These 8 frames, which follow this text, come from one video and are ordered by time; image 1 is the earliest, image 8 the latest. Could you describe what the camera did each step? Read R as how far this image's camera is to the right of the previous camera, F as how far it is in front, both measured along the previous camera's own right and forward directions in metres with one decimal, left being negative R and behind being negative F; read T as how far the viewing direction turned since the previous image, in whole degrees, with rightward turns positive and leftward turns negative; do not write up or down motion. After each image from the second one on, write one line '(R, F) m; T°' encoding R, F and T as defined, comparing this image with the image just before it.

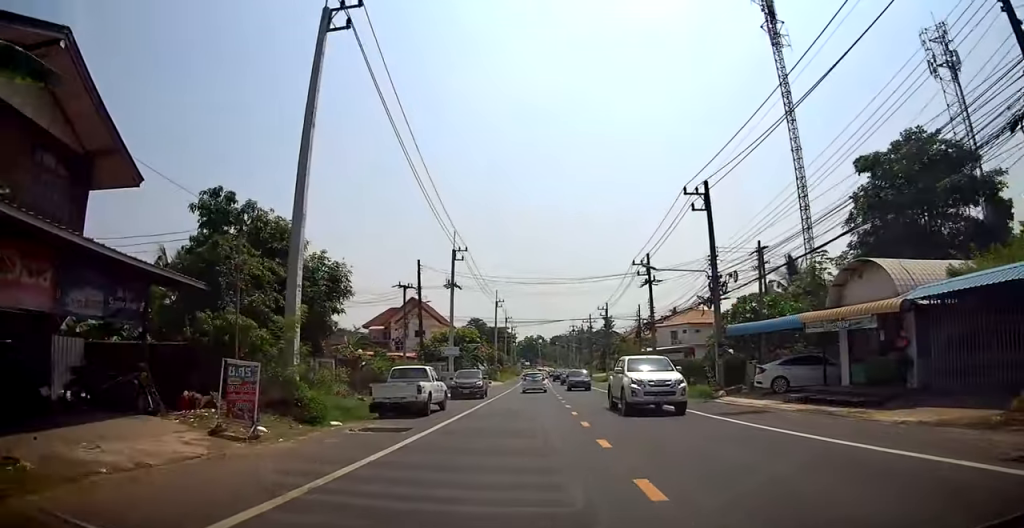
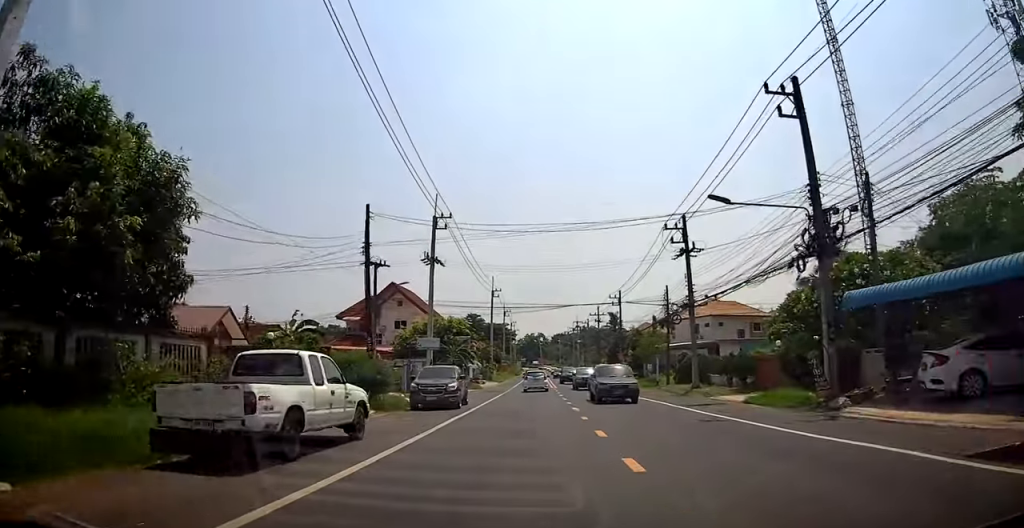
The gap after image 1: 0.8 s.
(-0.1, +10.5) m; 0°
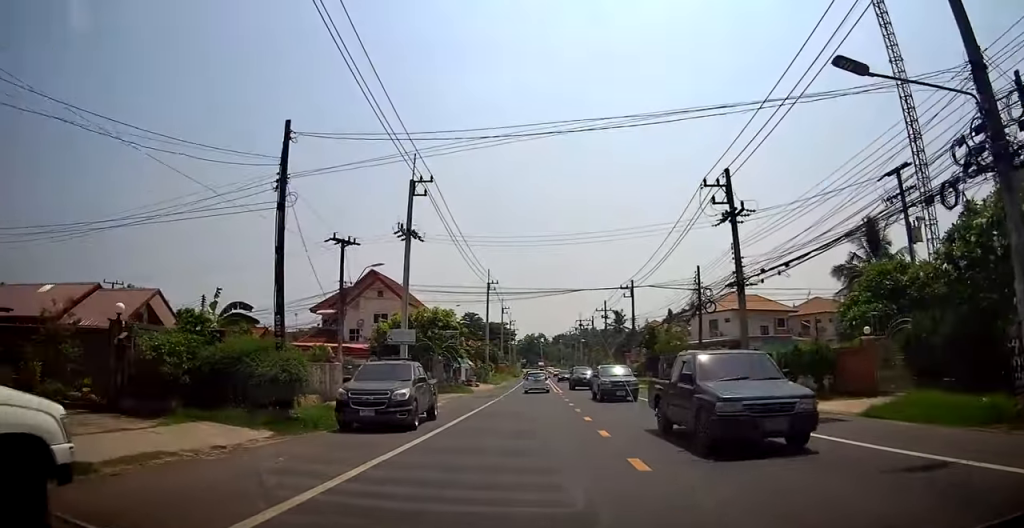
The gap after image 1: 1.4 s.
(+0.1, +7.9) m; +1°
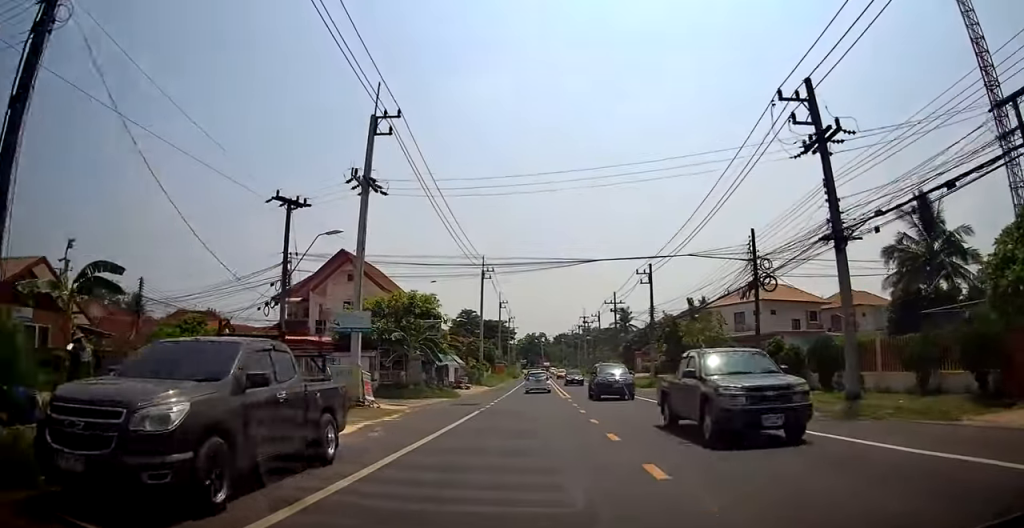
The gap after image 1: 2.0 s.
(0.0, +8.7) m; -1°
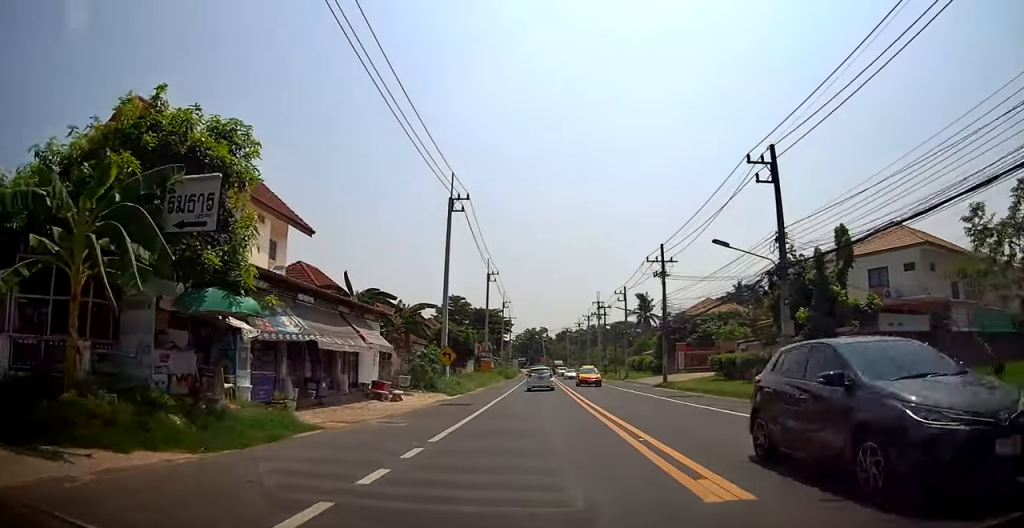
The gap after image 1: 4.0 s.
(-0.9, +25.9) m; -1°
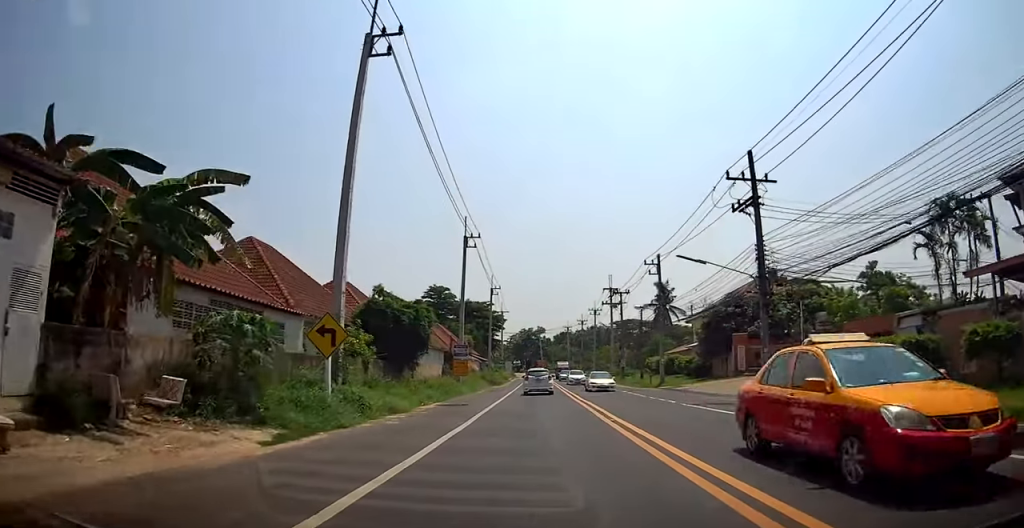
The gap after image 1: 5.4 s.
(+0.6, +20.3) m; +1°
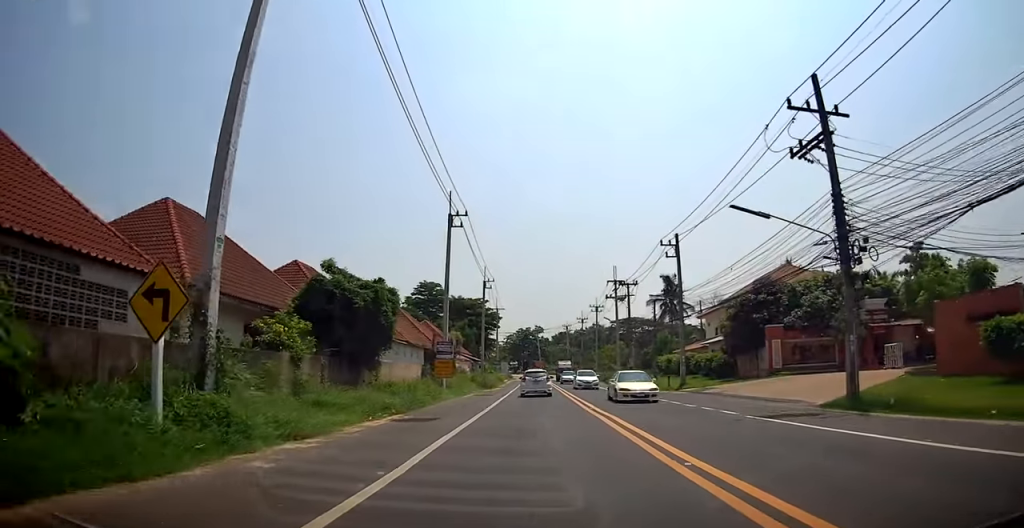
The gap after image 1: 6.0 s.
(0.0, +7.3) m; -1°
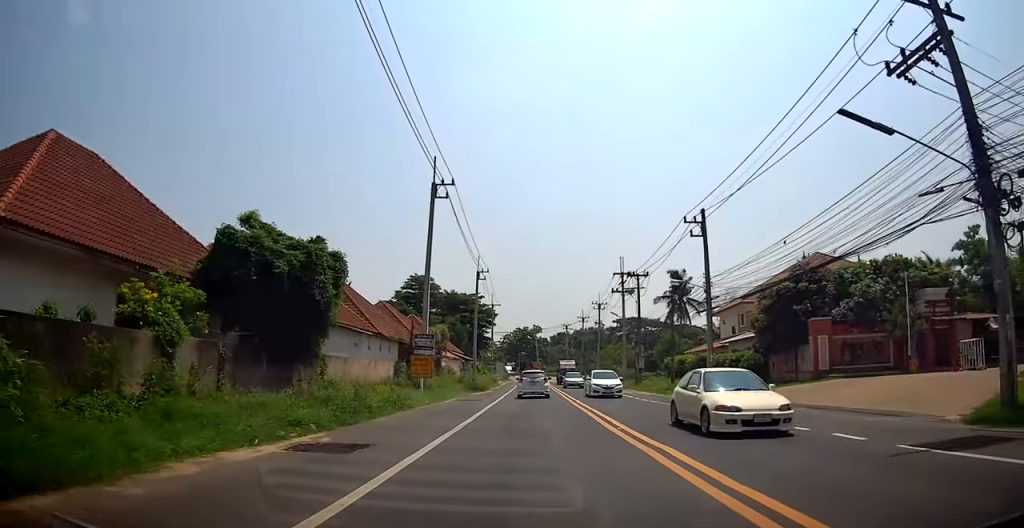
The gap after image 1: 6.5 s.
(+0.1, +6.9) m; -1°
